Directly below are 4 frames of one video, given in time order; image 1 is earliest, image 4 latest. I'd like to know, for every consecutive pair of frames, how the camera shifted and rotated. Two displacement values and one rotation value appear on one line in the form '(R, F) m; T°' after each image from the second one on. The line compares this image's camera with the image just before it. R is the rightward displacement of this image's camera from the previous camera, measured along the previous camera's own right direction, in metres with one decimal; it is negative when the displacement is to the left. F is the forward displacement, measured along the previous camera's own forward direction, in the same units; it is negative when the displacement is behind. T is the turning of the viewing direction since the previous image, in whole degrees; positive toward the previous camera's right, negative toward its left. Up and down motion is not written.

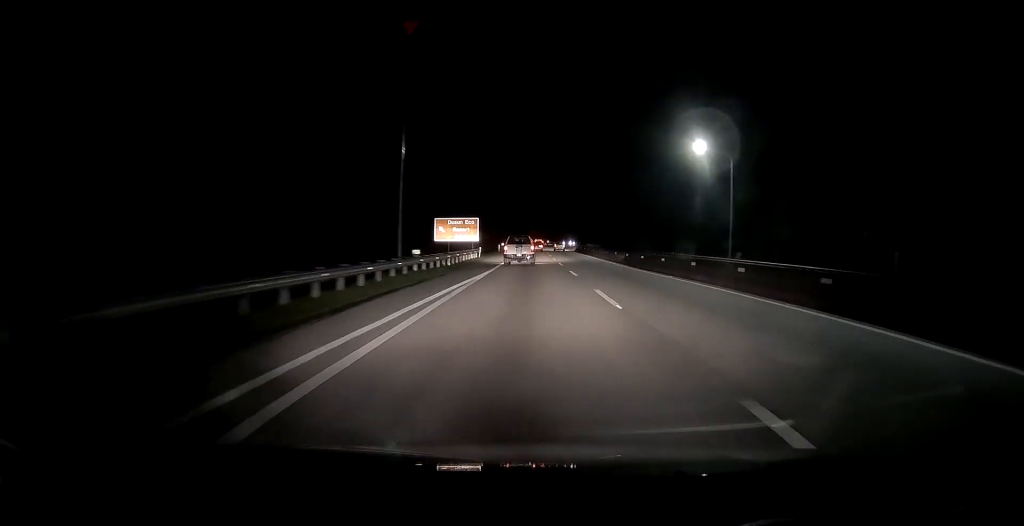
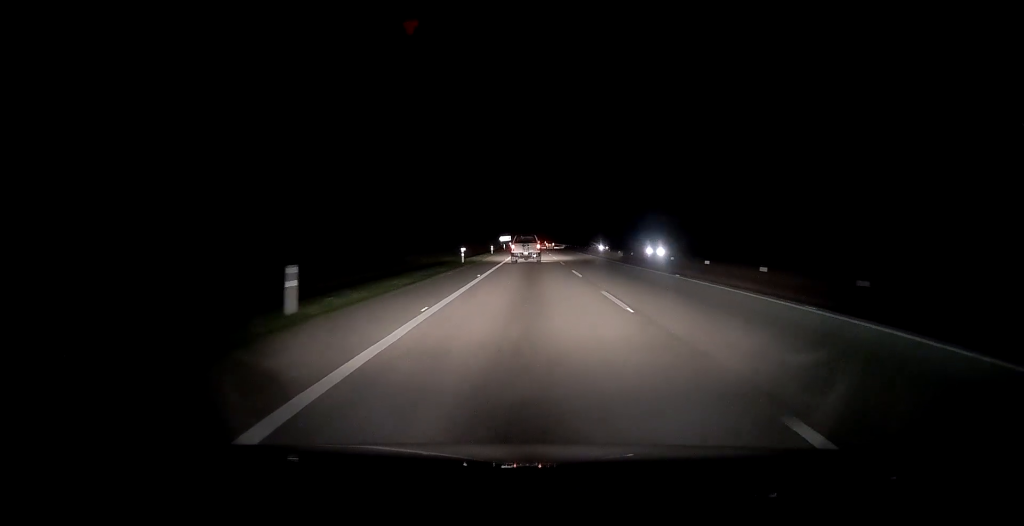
(+1.5, +73.1) m; +1°
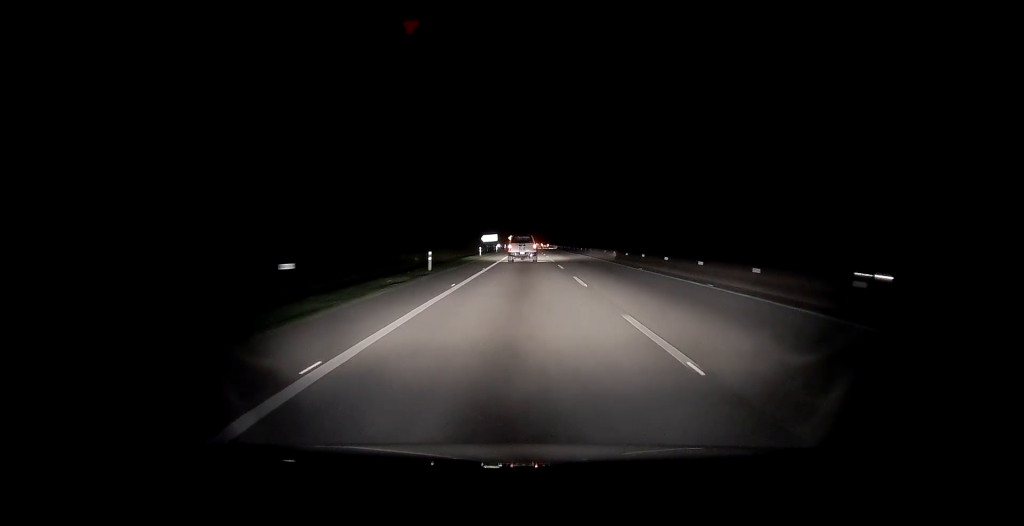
(-0.7, +41.6) m; 0°
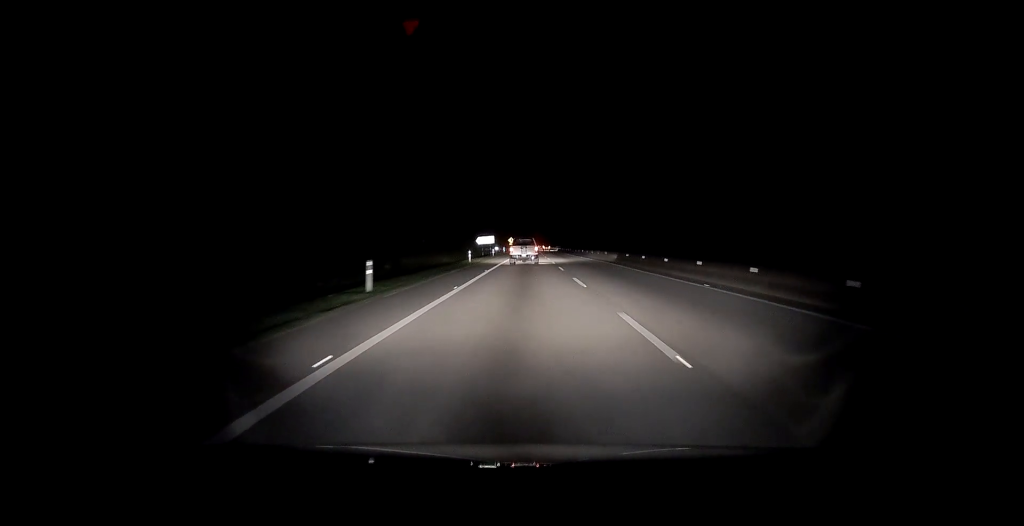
(-0.1, +11.6) m; +1°
